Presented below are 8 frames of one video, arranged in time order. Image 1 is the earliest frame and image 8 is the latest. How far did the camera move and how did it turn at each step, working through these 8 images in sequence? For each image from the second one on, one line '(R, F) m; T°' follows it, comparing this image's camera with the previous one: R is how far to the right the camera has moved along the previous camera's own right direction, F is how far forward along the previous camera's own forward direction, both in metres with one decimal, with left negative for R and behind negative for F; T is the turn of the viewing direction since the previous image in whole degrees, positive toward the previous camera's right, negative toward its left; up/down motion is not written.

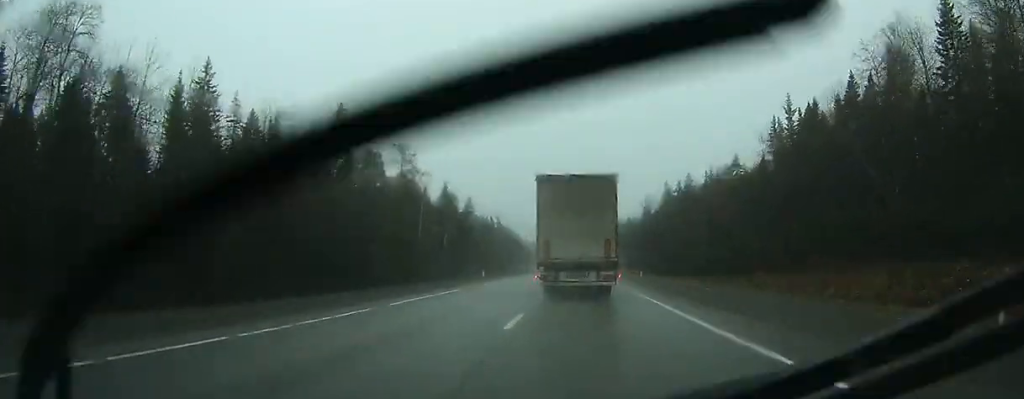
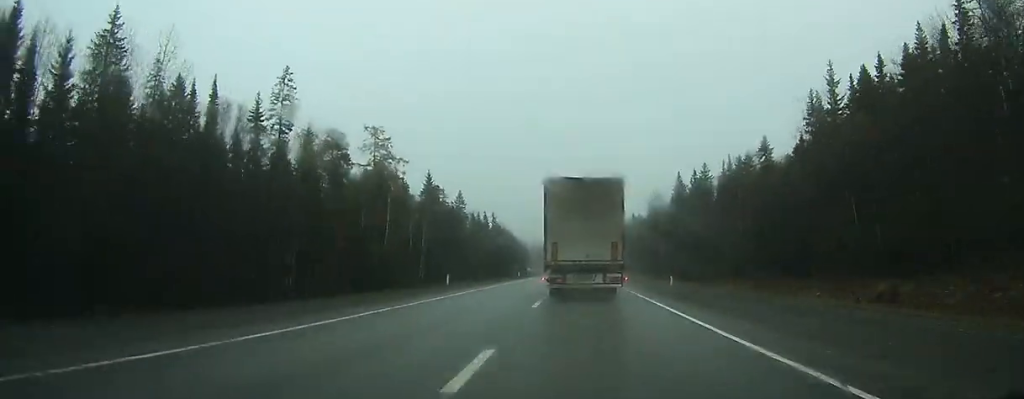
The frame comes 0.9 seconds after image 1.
(+0.1, +17.8) m; 0°
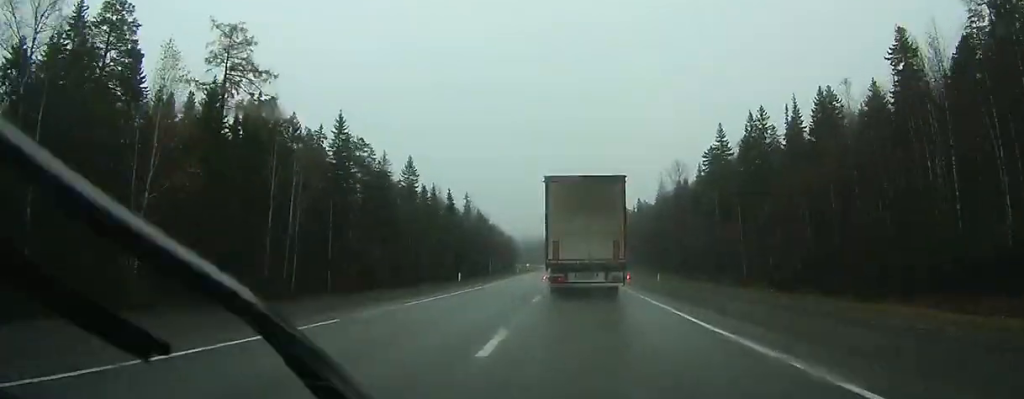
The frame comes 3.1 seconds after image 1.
(-0.1, +45.3) m; 0°
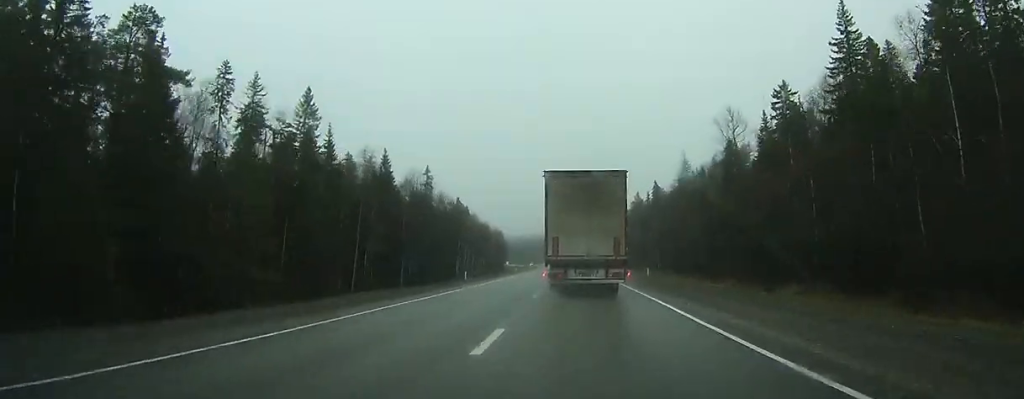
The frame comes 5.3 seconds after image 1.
(+0.1, +47.2) m; 0°
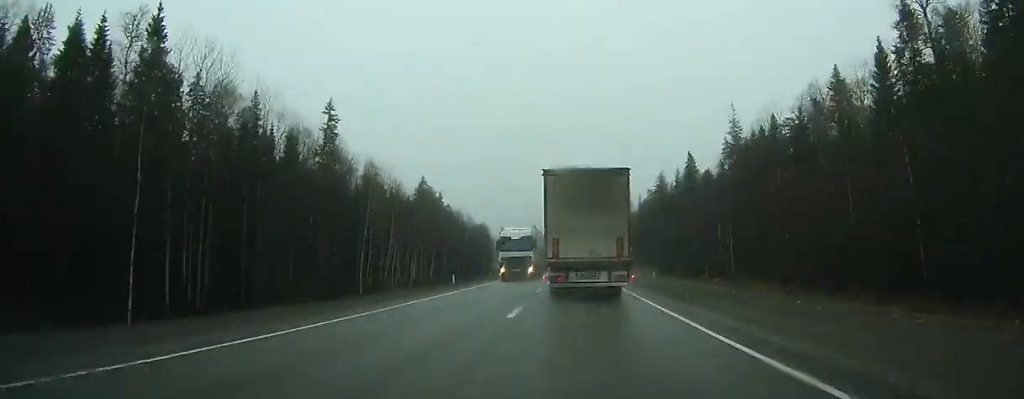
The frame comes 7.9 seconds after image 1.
(+0.2, +53.5) m; 0°
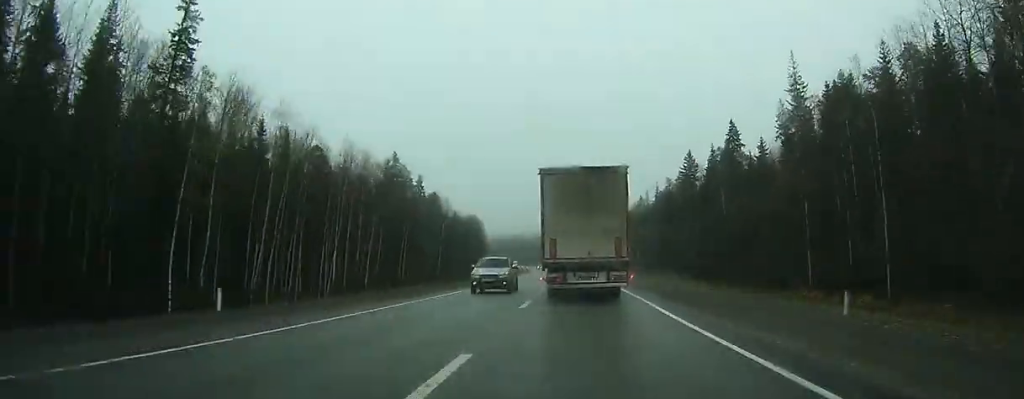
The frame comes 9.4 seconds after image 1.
(0.0, +32.7) m; 0°
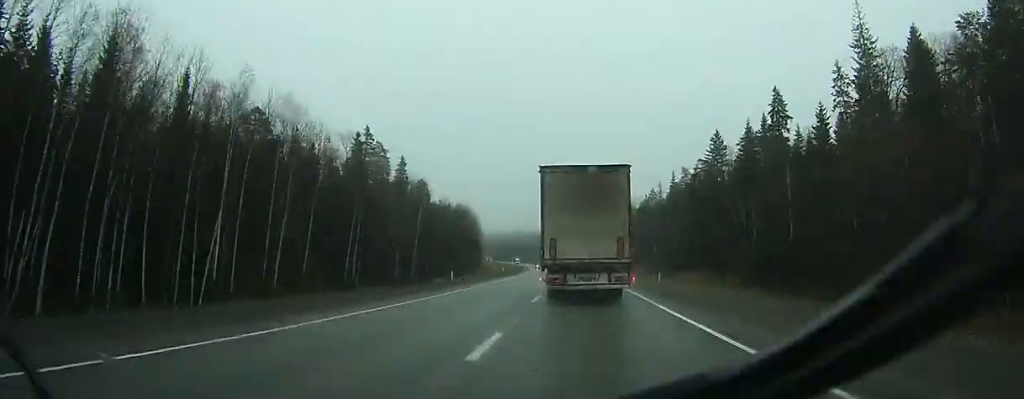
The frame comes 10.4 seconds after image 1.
(-0.1, +21.4) m; 0°
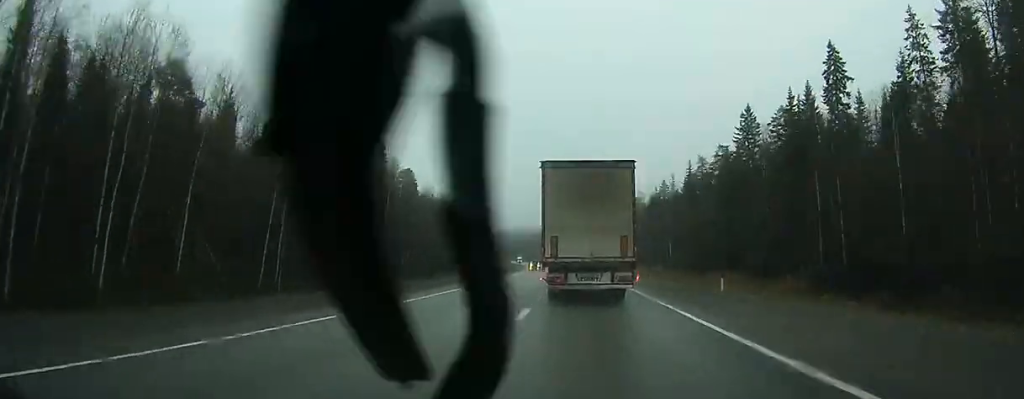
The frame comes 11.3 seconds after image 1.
(0.0, +18.6) m; +1°
